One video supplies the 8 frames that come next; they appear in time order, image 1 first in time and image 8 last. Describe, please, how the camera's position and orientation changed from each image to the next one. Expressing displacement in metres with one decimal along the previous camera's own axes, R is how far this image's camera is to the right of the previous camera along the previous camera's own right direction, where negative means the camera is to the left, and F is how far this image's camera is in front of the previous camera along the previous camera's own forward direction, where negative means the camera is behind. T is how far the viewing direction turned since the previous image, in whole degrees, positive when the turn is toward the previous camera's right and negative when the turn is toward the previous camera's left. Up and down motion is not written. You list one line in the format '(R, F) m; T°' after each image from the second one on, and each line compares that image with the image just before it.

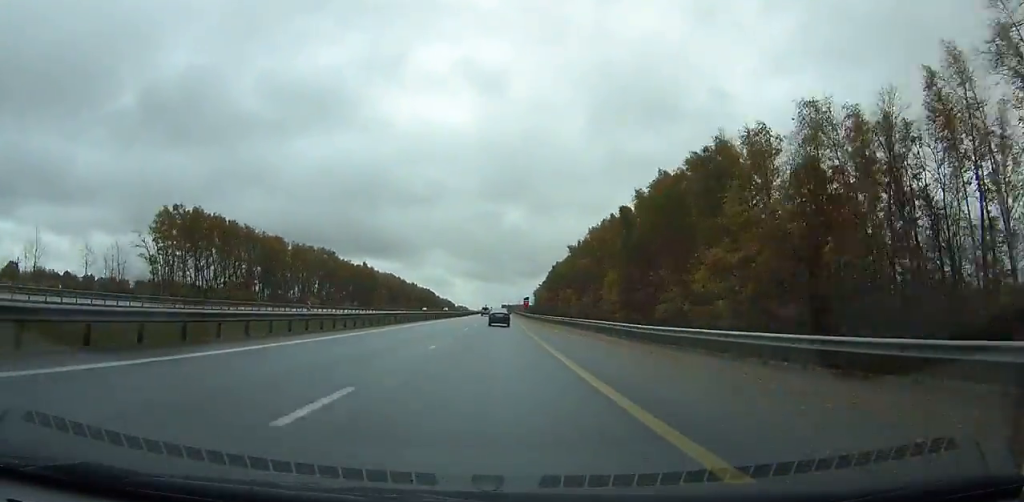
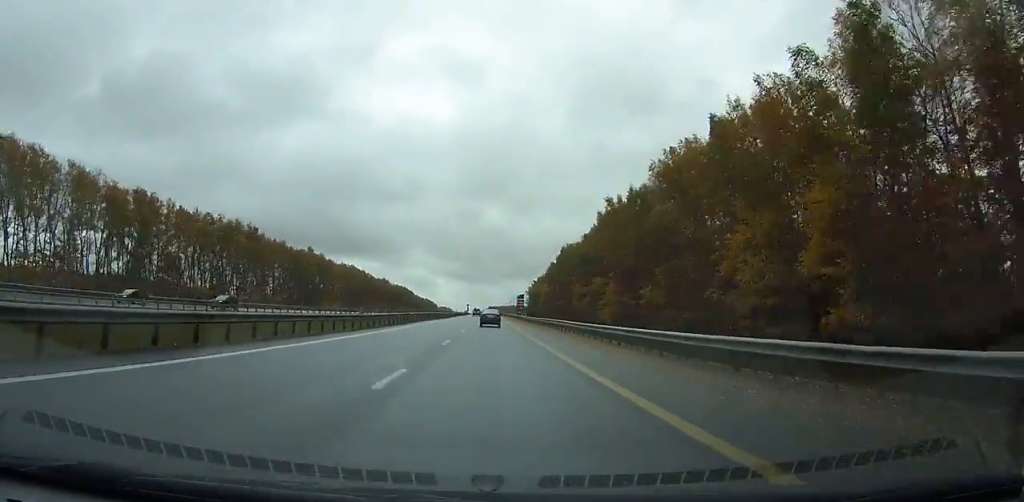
(+0.4, +68.5) m; +1°
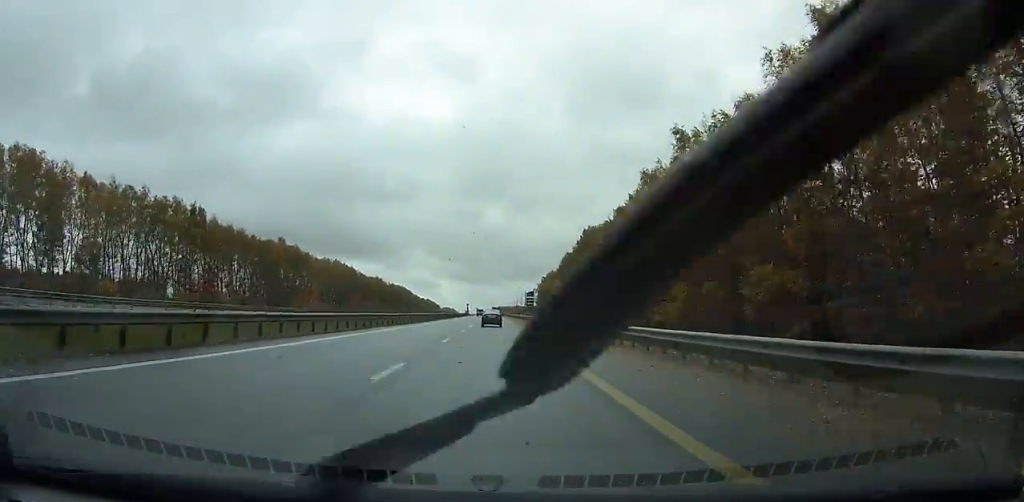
(+0.1, +34.2) m; 0°
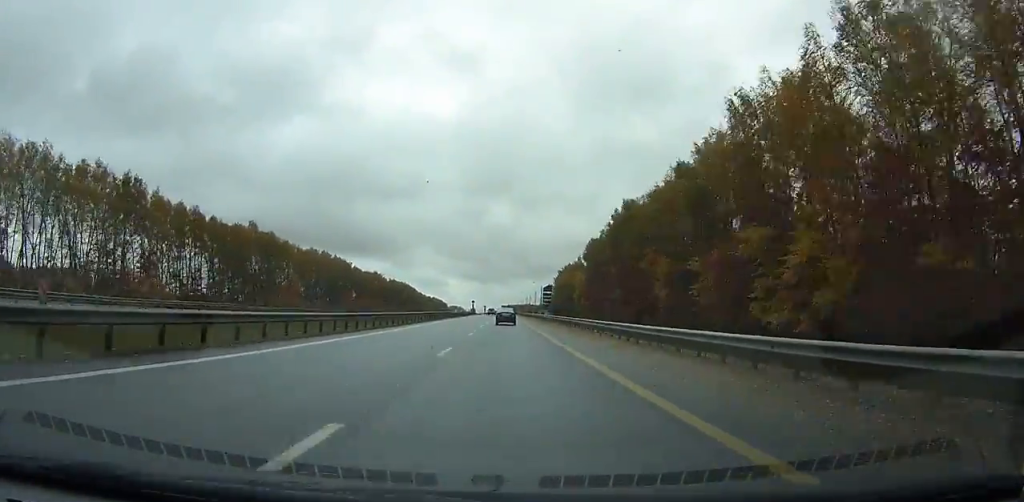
(0.0, +31.8) m; 0°
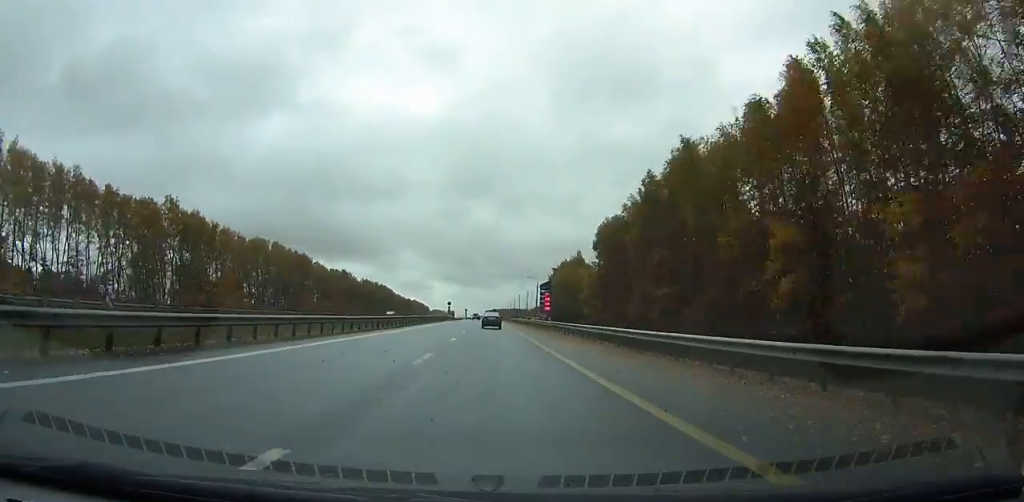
(0.0, +36.8) m; 0°
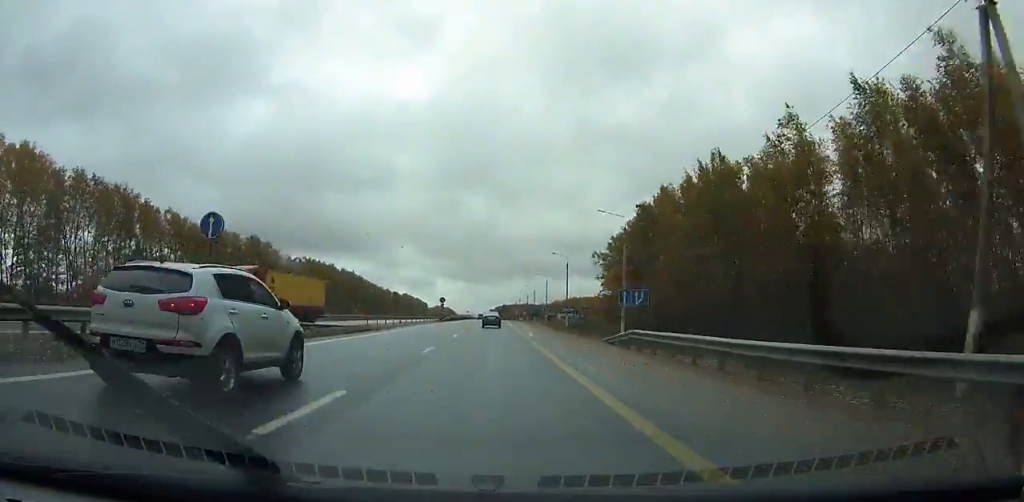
(-0.1, +119.3) m; 0°
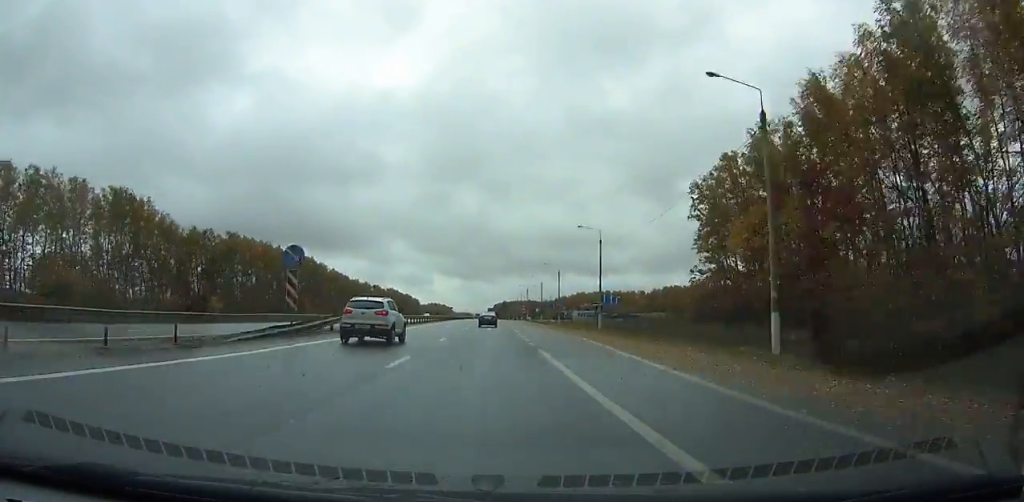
(-0.1, +65.6) m; 0°
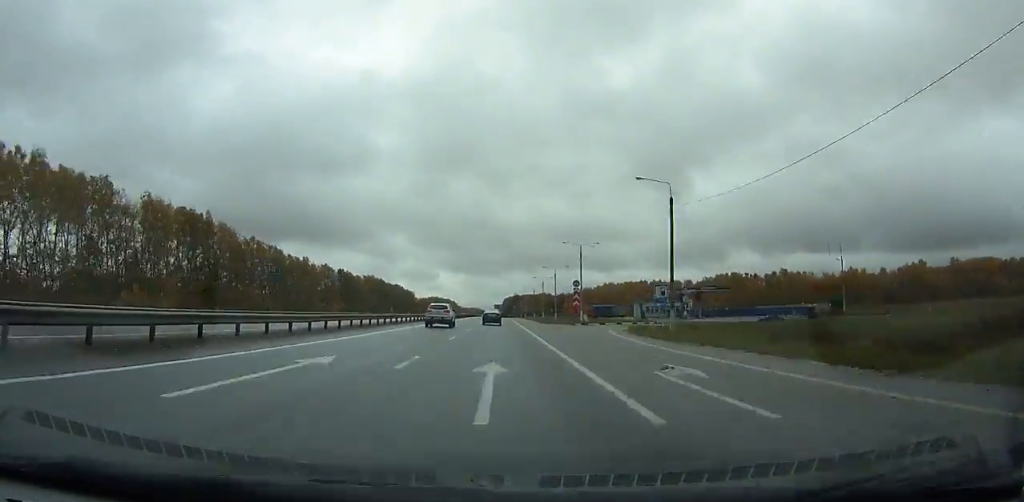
(-0.7, +97.0) m; -1°
